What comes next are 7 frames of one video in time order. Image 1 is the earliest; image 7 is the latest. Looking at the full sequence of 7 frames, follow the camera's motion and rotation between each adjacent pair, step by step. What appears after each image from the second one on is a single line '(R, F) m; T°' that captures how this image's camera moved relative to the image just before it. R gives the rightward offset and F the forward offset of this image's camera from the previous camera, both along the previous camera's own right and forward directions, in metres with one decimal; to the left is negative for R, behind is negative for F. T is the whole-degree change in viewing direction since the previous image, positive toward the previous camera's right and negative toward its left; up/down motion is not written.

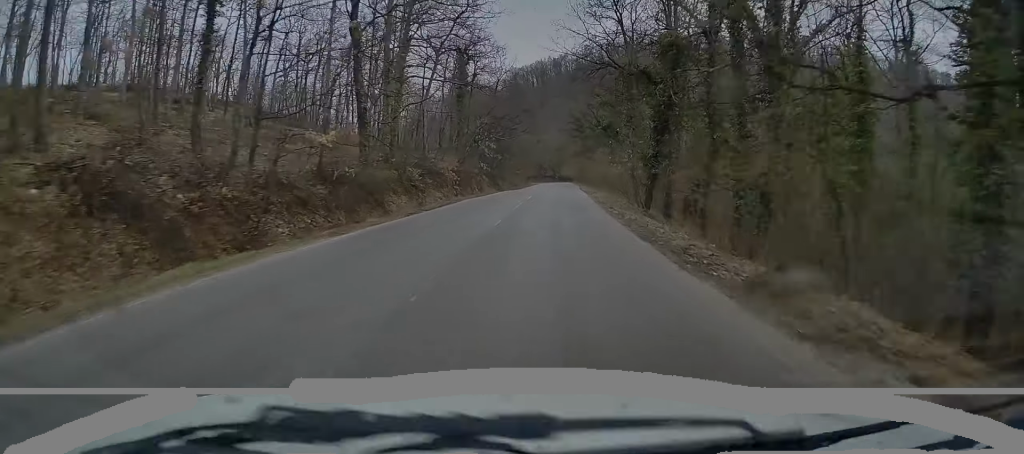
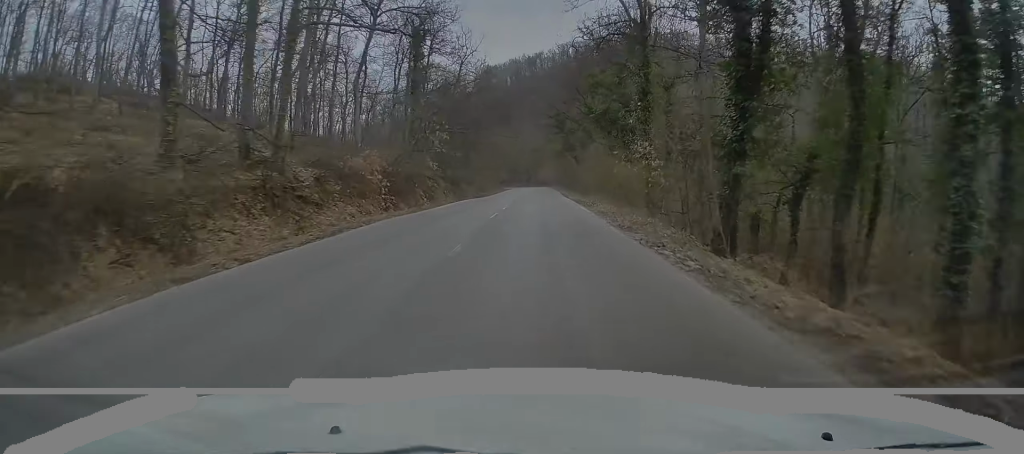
(+0.1, +13.7) m; +2°
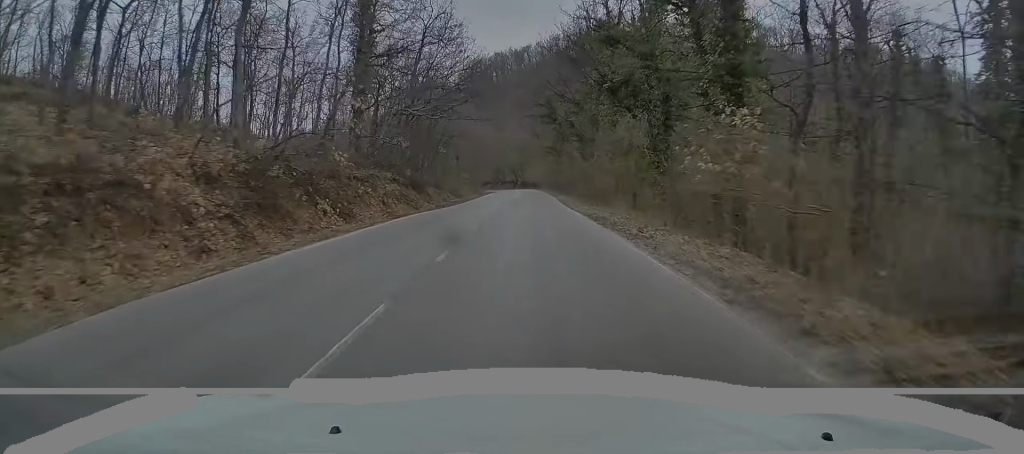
(+0.3, +15.3) m; +2°
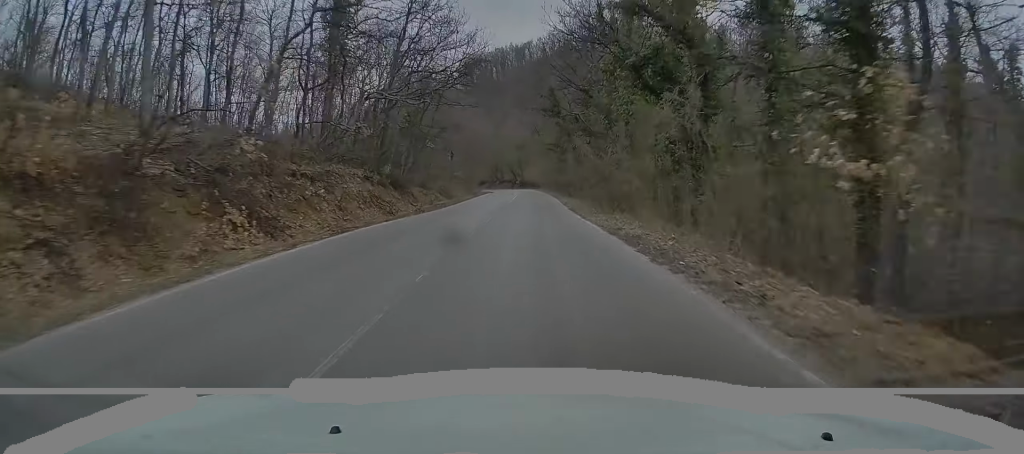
(+0.2, +6.7) m; 0°
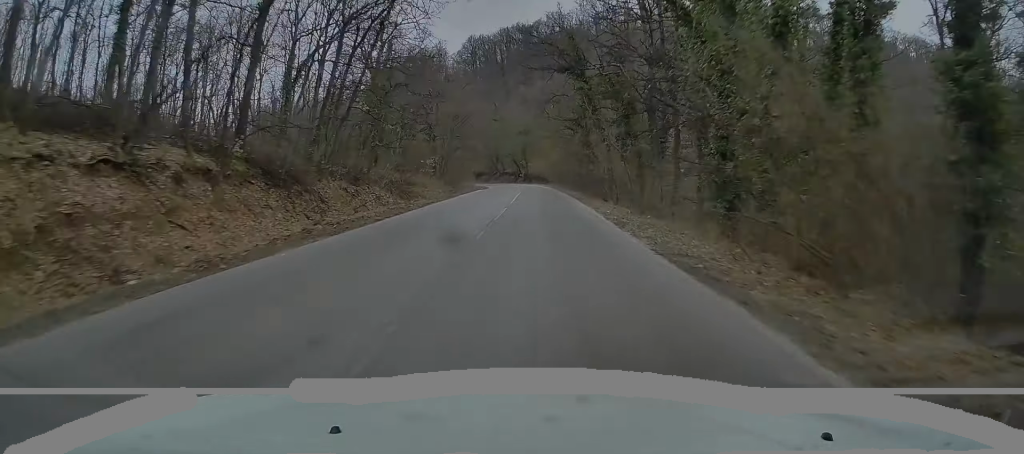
(-0.4, +20.7) m; -1°
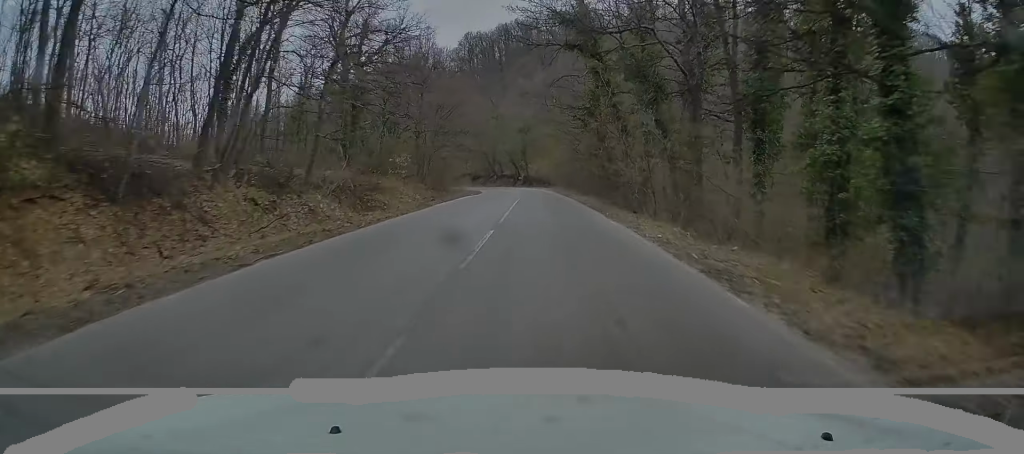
(0.0, +8.8) m; +1°
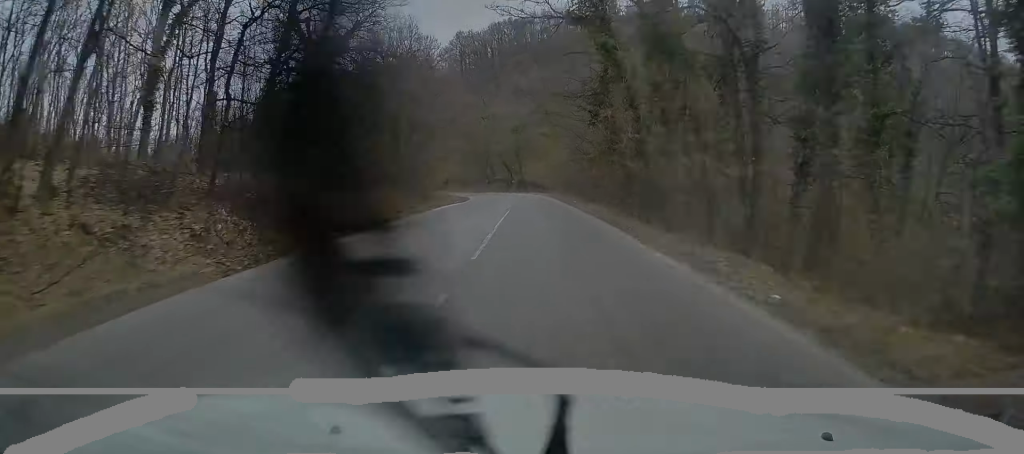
(+0.1, +6.9) m; 0°
